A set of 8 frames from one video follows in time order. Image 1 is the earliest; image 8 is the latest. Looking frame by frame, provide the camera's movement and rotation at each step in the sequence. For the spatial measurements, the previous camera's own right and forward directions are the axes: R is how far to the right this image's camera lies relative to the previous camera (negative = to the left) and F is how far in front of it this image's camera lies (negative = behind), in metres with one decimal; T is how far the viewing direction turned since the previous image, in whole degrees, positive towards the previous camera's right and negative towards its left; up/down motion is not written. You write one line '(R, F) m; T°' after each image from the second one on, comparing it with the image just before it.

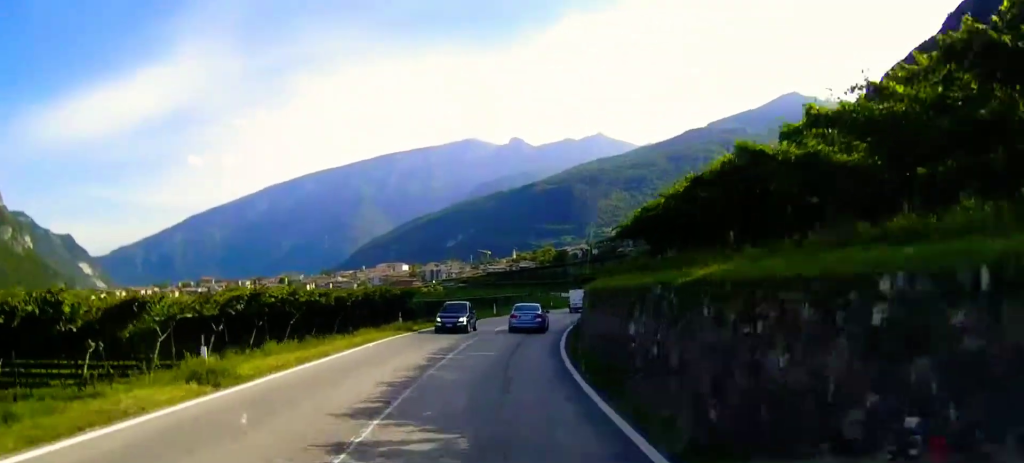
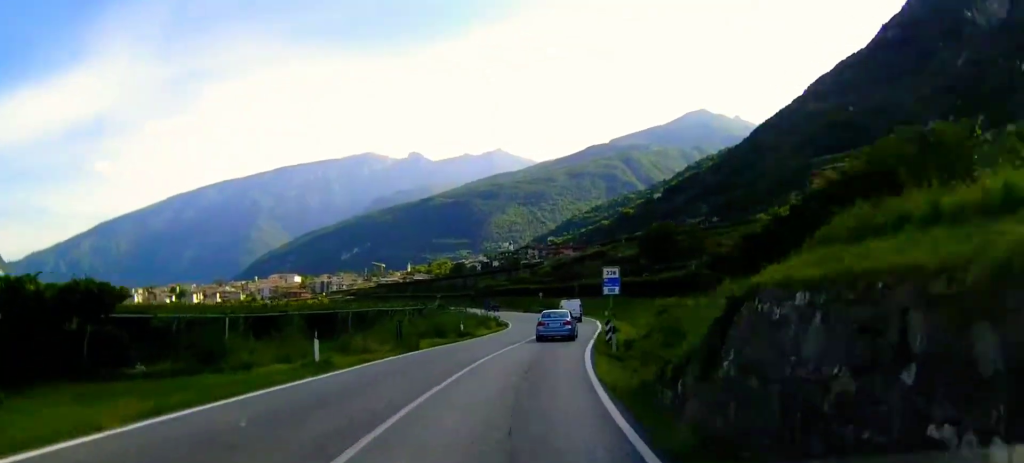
(+2.2, +39.0) m; +8°
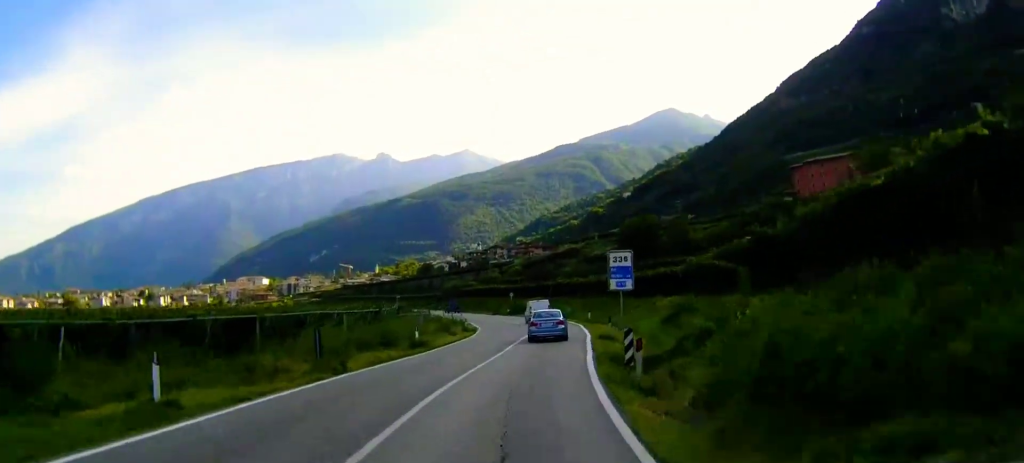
(+0.2, +8.9) m; +2°
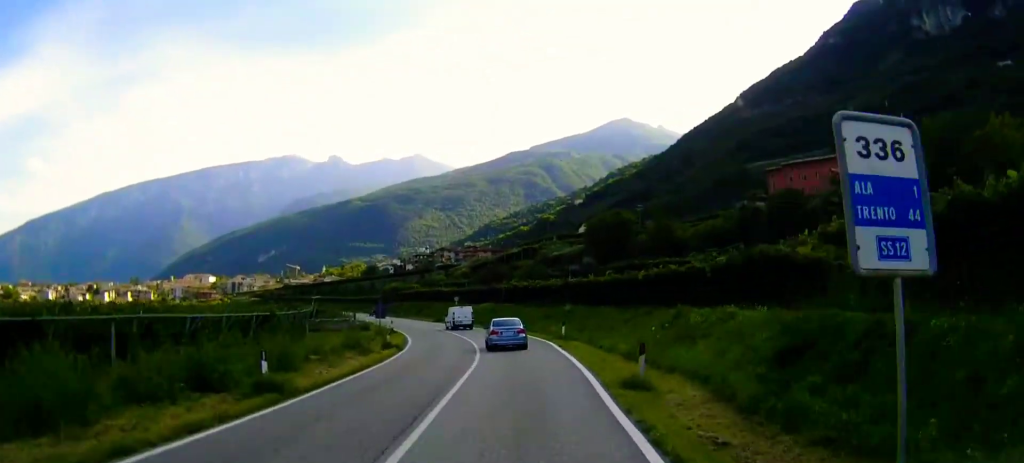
(+0.6, +16.5) m; +4°
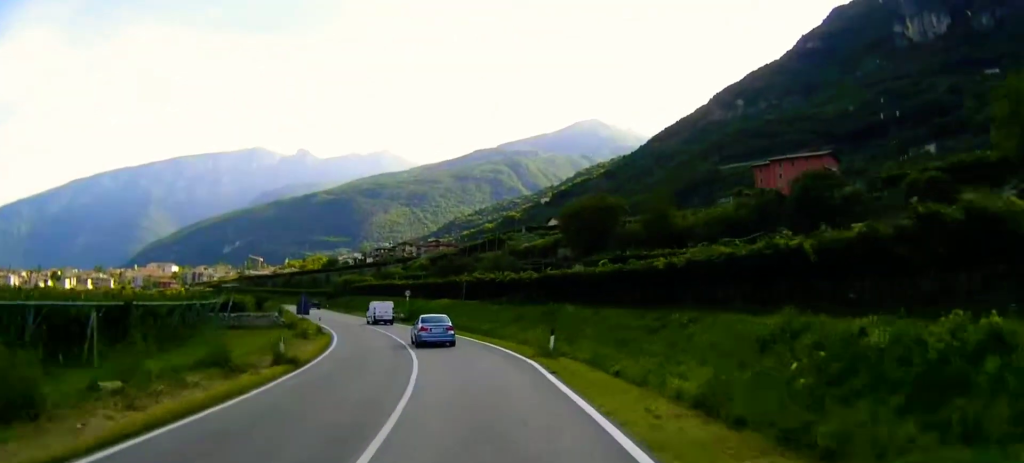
(+0.4, +14.0) m; +1°
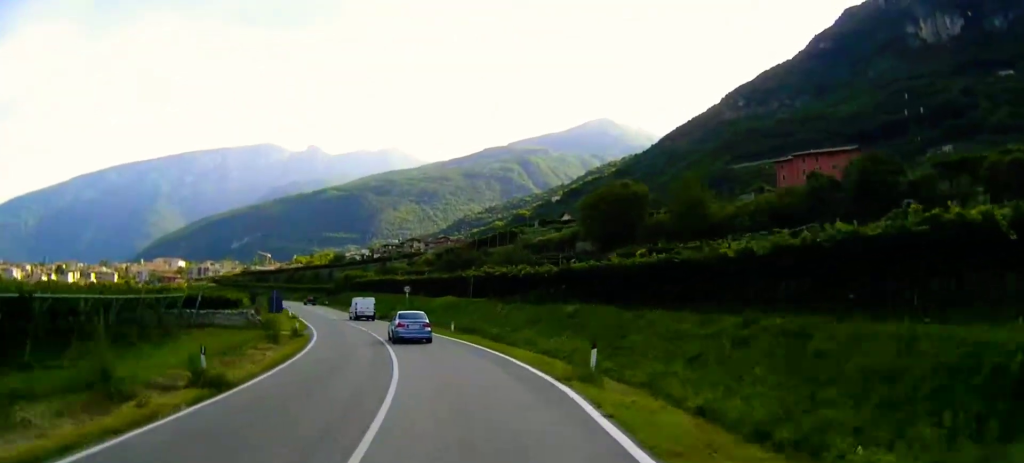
(0.0, +8.1) m; -1°
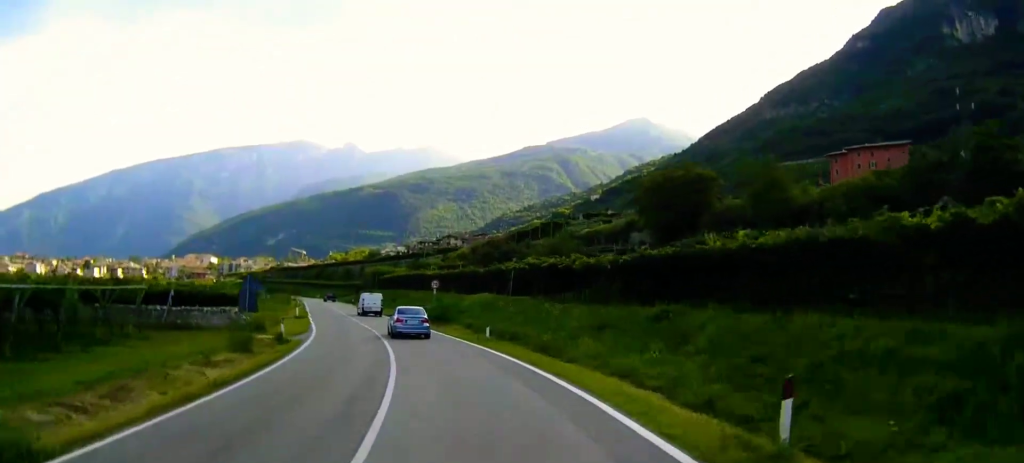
(+0.2, +9.8) m; -2°
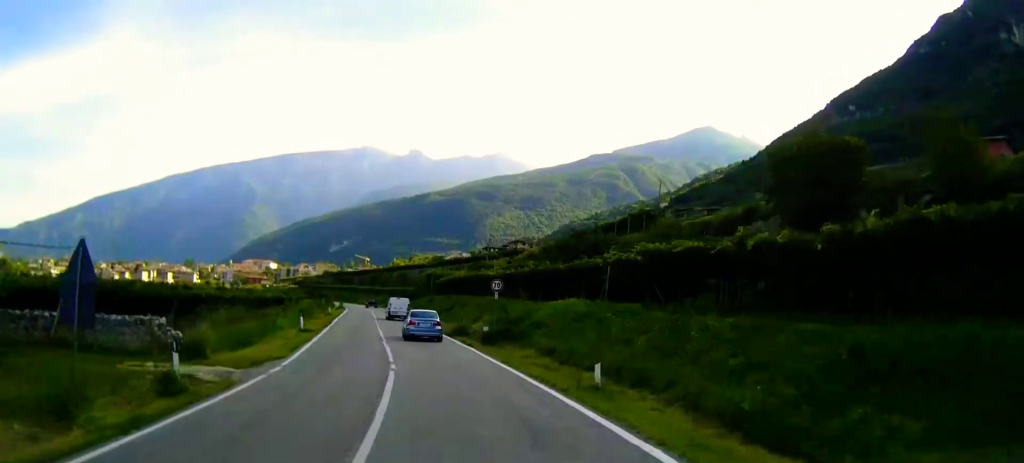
(-0.7, +16.2) m; -5°
